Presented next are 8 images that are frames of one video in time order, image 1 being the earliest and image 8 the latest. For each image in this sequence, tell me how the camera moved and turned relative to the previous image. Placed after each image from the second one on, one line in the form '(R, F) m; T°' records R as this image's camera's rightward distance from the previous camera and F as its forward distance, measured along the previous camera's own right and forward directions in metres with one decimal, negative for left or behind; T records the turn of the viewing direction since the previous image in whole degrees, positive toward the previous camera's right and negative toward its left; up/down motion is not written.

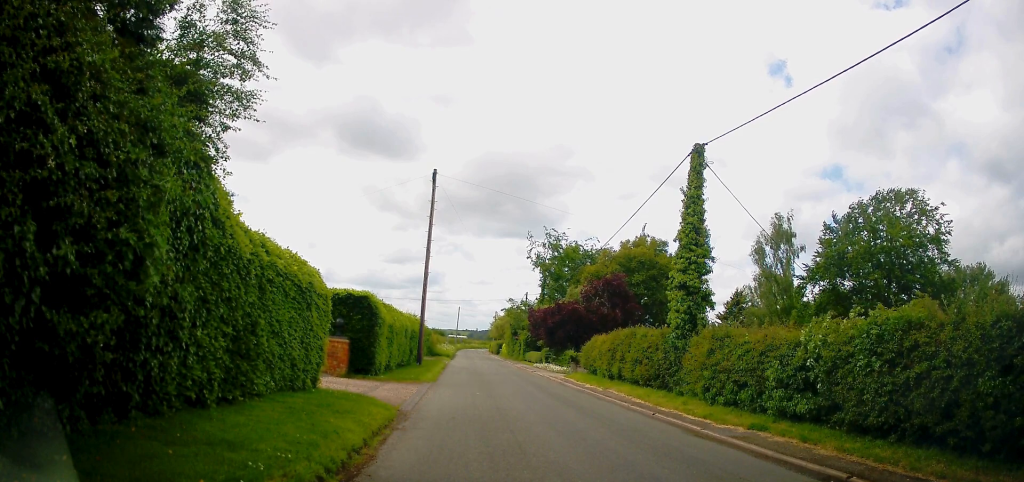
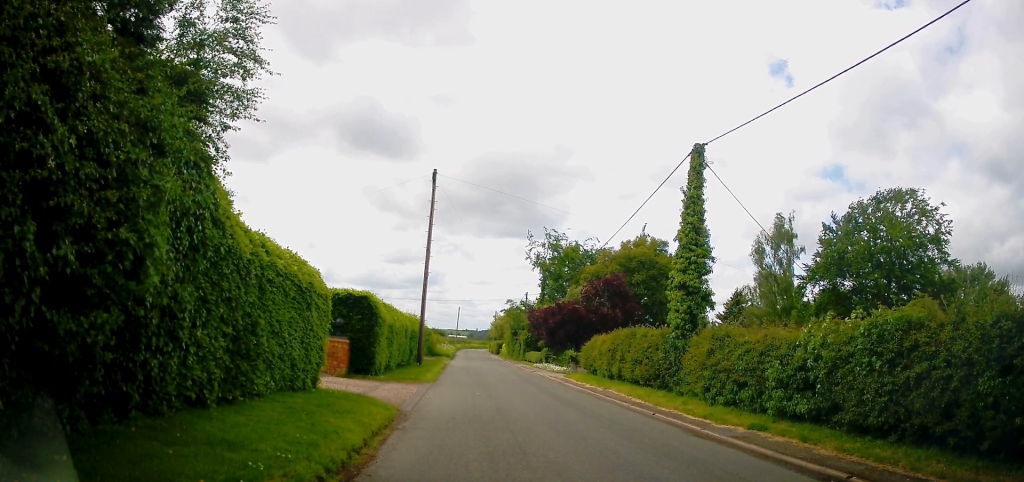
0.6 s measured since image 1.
(0.0, 0.0) m; 0°
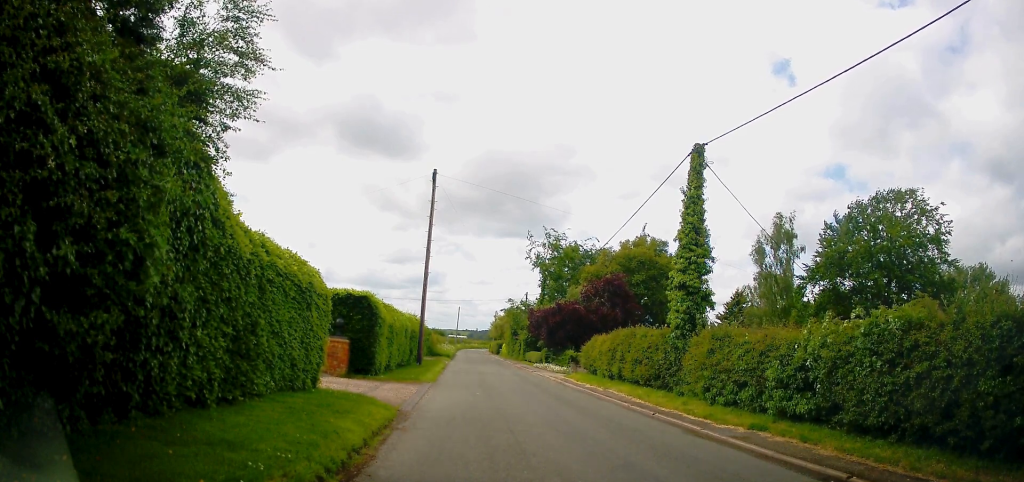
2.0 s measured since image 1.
(0.0, 0.0) m; 0°
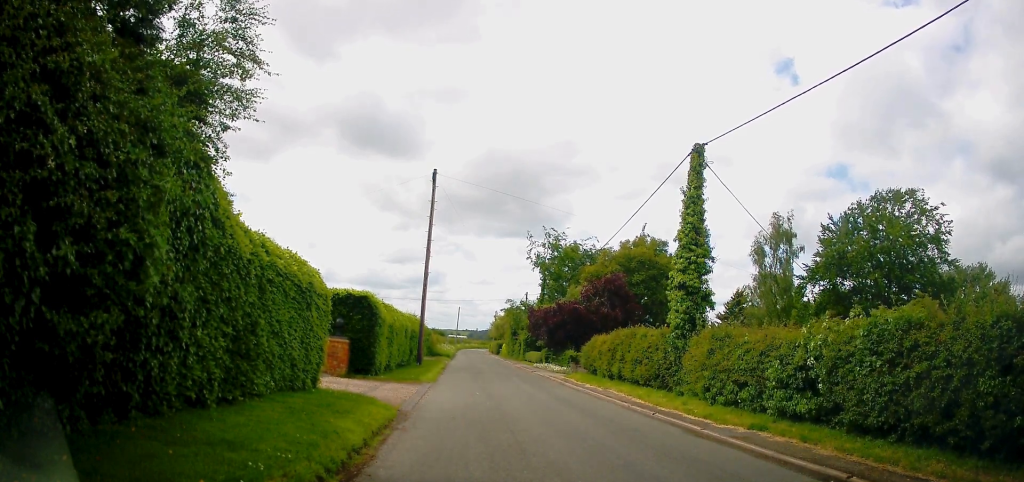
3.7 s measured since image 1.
(0.0, 0.0) m; 0°
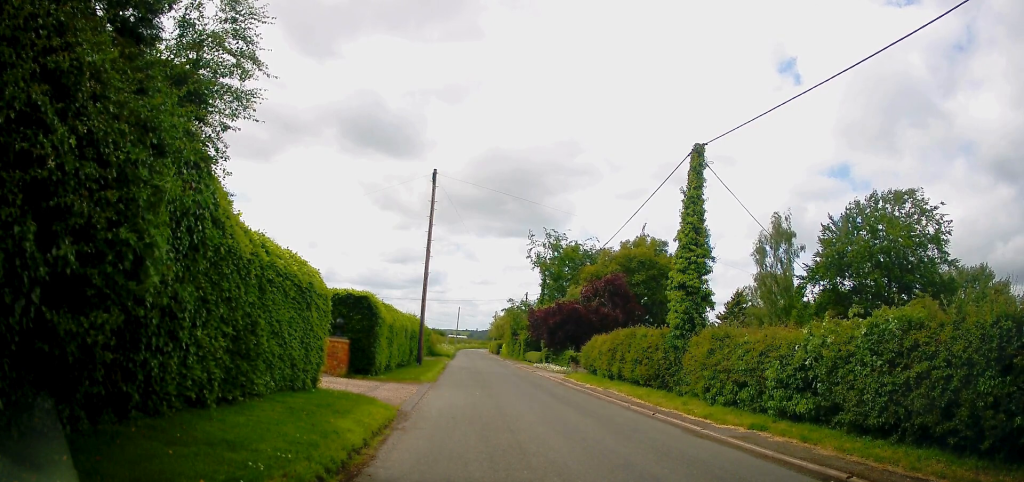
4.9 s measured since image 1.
(0.0, 0.0) m; 0°
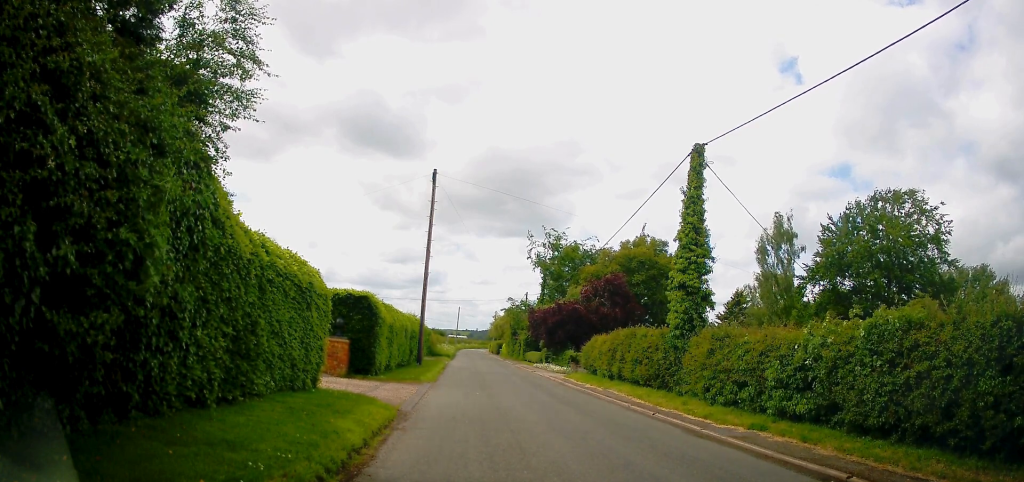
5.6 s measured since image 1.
(0.0, 0.0) m; 0°
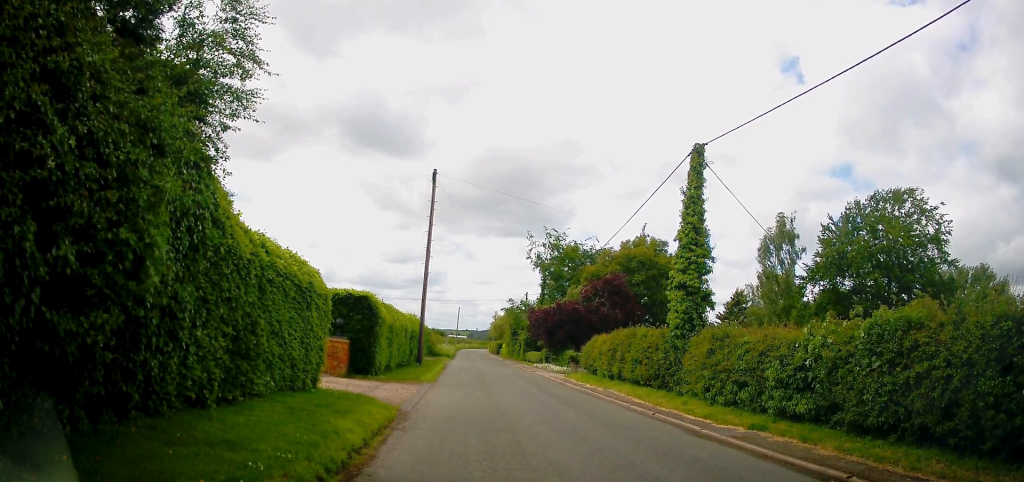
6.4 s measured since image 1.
(0.0, 0.0) m; 0°
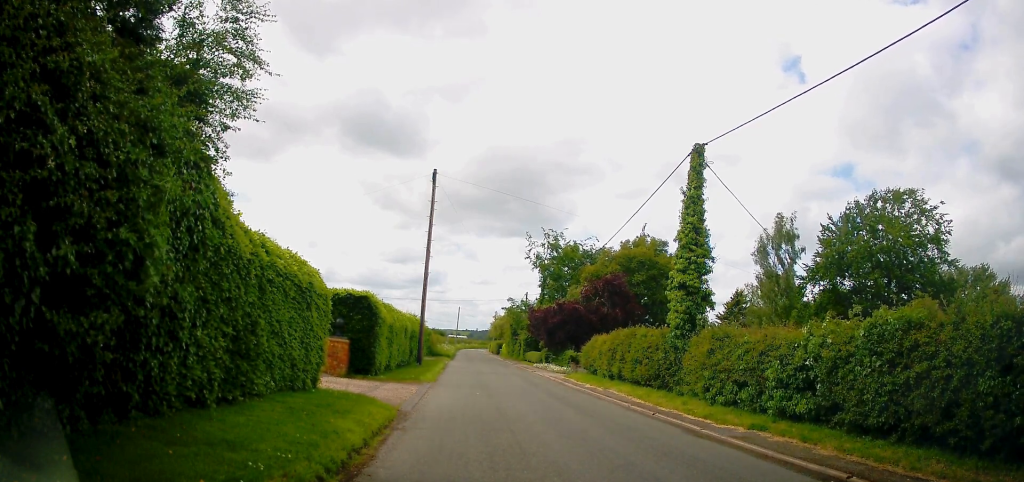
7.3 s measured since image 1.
(0.0, 0.0) m; 0°
